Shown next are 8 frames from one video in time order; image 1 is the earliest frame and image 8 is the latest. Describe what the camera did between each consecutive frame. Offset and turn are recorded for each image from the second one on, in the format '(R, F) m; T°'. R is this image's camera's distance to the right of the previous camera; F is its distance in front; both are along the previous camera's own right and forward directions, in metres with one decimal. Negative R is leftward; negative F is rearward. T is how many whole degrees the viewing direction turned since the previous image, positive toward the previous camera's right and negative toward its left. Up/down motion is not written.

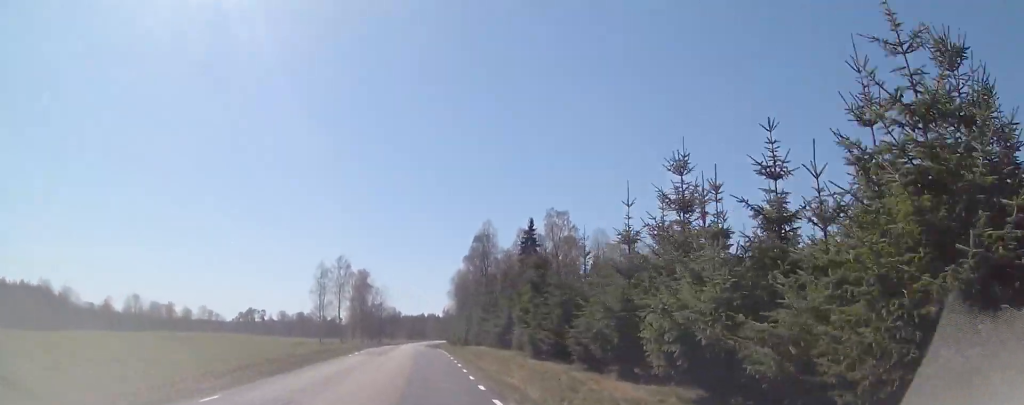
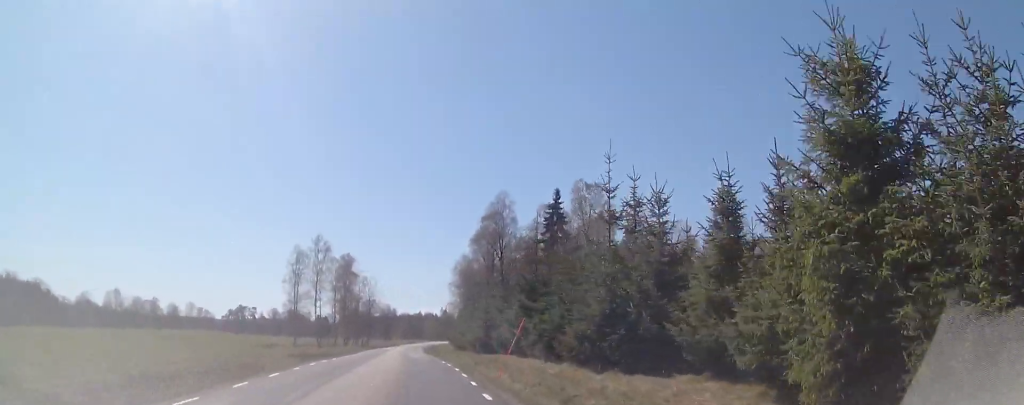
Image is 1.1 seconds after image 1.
(+0.1, +20.0) m; +2°
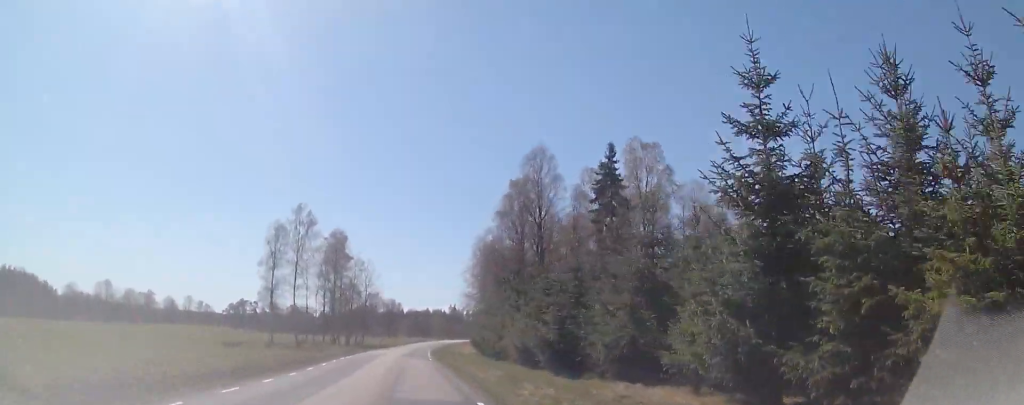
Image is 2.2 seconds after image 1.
(+0.3, +18.3) m; +1°
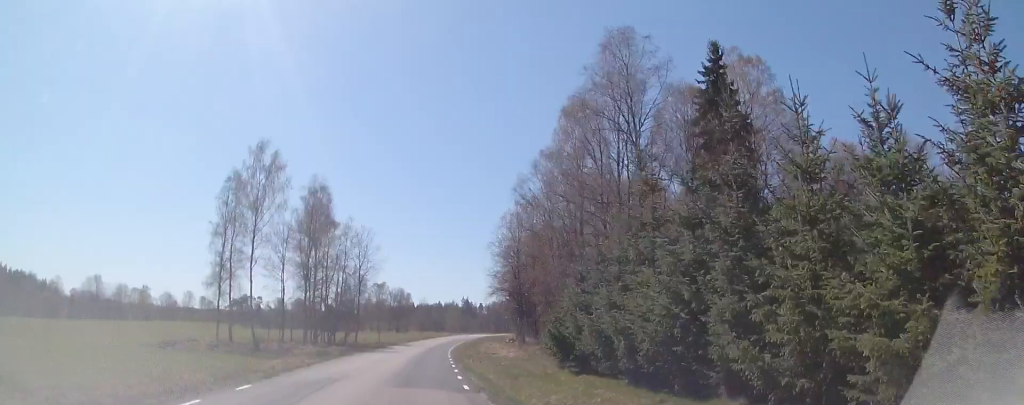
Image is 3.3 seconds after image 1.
(+0.1, +20.3) m; 0°
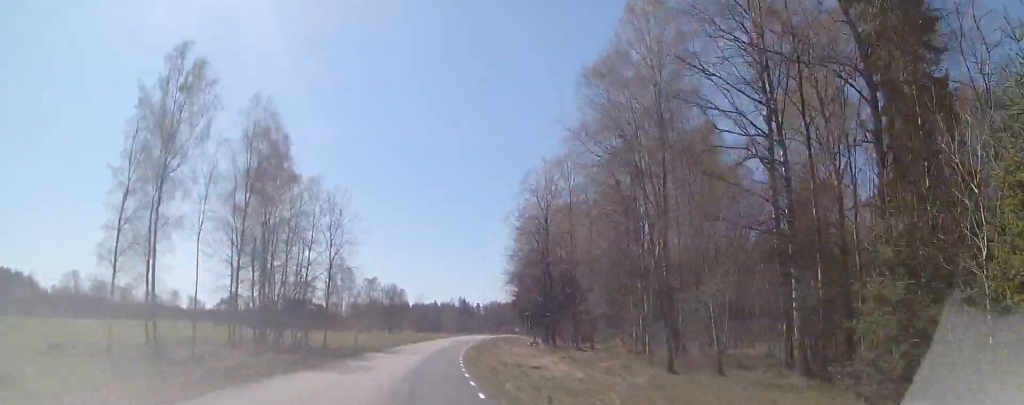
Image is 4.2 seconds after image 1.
(-0.1, +16.3) m; 0°
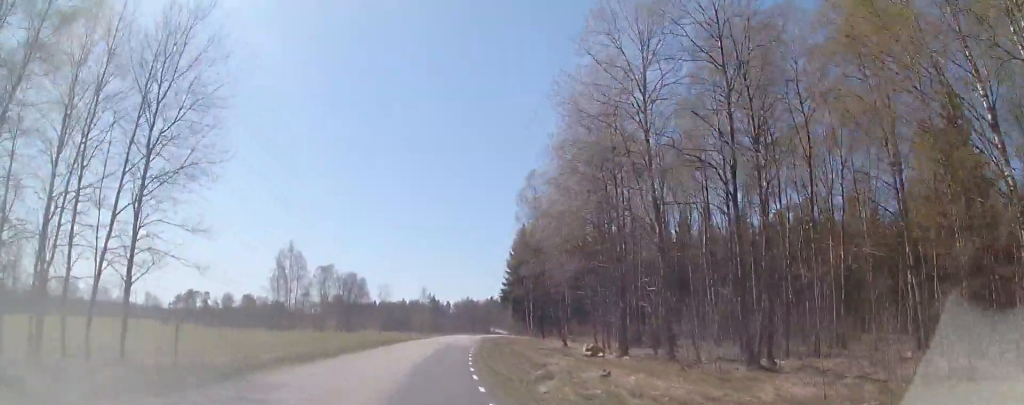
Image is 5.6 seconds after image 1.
(+0.1, +25.7) m; 0°
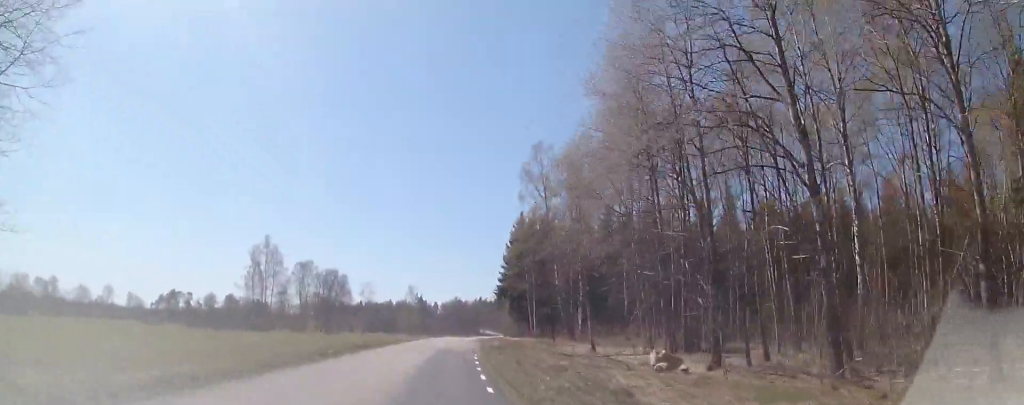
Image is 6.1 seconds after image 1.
(-0.1, +9.3) m; +1°
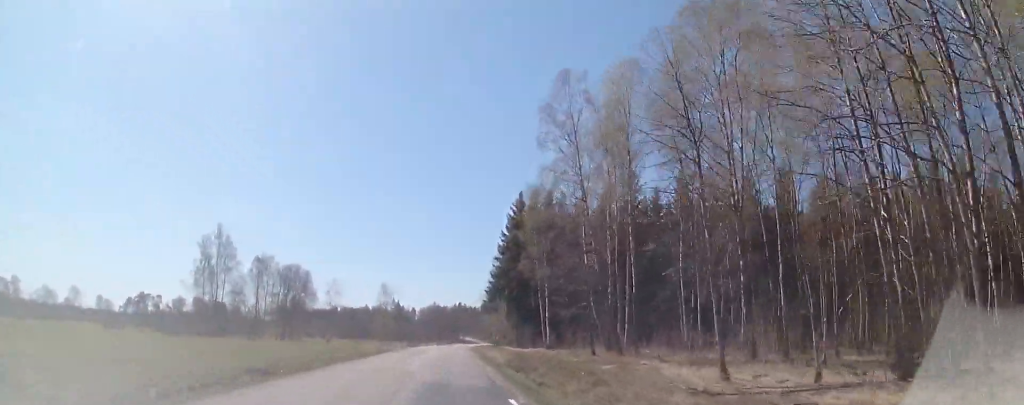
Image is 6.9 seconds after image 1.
(0.0, +15.6) m; +2°
